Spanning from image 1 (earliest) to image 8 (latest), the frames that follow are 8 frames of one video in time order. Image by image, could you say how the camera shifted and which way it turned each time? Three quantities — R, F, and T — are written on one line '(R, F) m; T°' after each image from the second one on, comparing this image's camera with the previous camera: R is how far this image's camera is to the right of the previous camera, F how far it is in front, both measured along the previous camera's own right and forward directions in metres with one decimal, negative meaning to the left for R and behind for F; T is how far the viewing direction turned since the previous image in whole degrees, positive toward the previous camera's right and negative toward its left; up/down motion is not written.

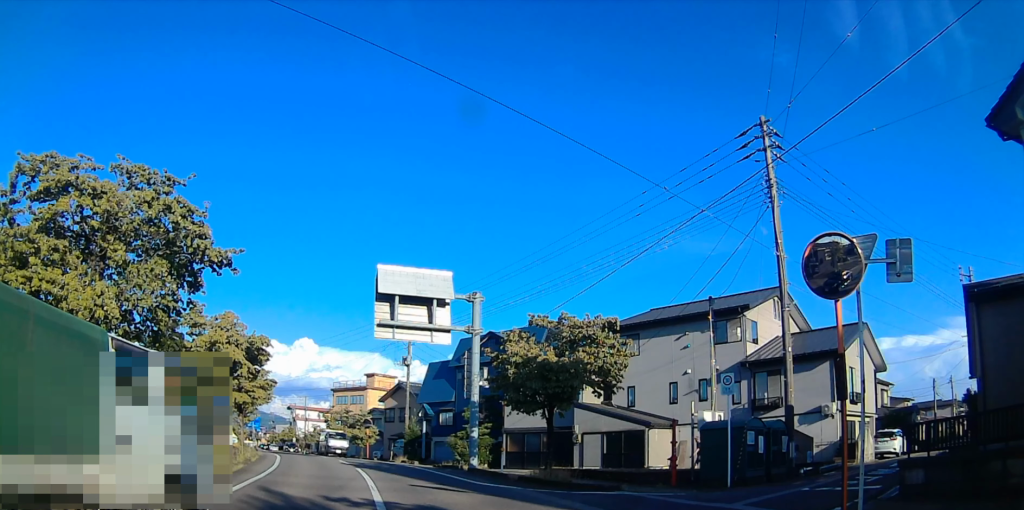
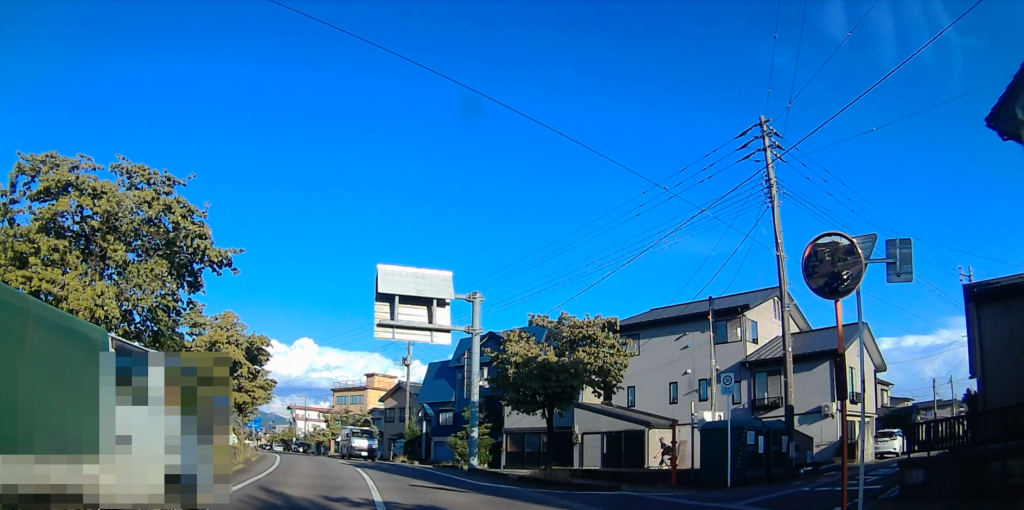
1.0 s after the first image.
(0.0, 0.0) m; 0°
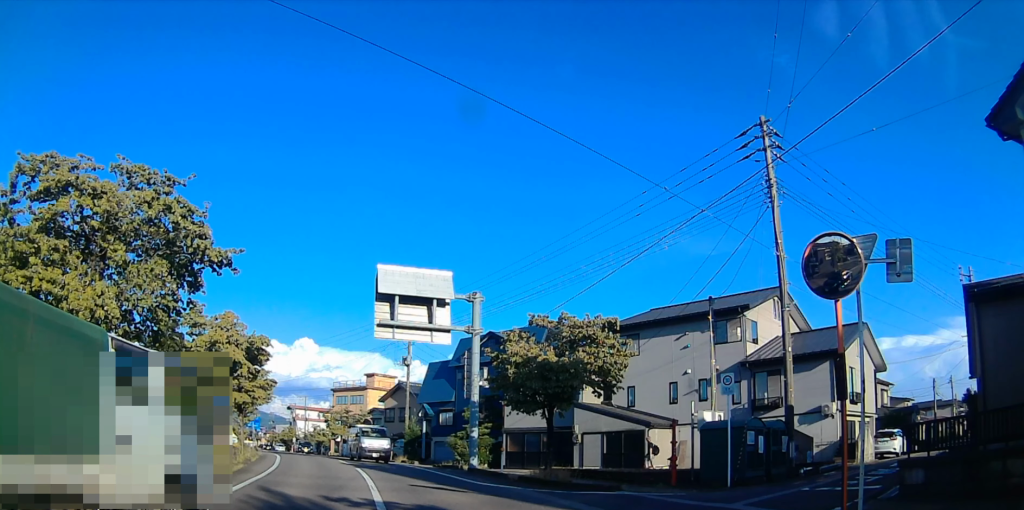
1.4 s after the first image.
(0.0, 0.0) m; 0°
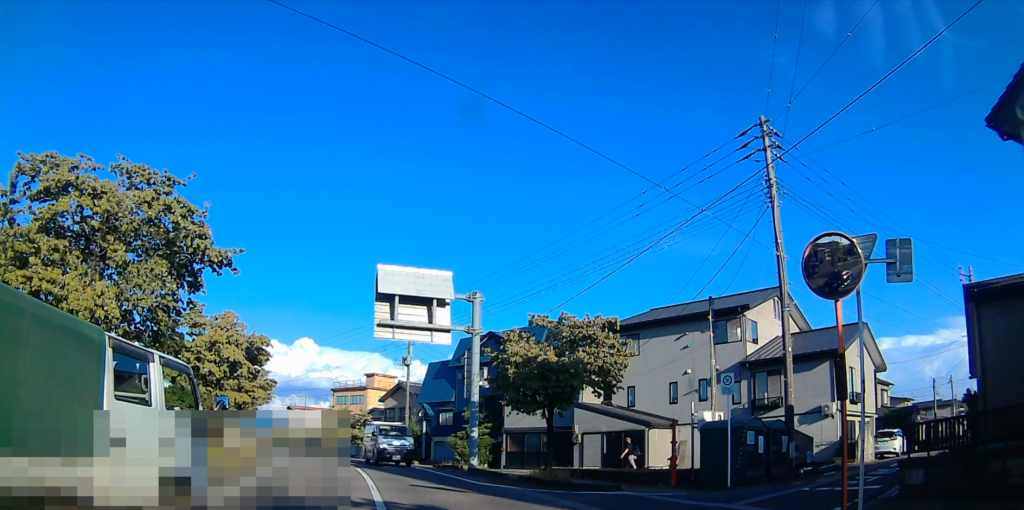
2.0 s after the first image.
(0.0, 0.0) m; 0°
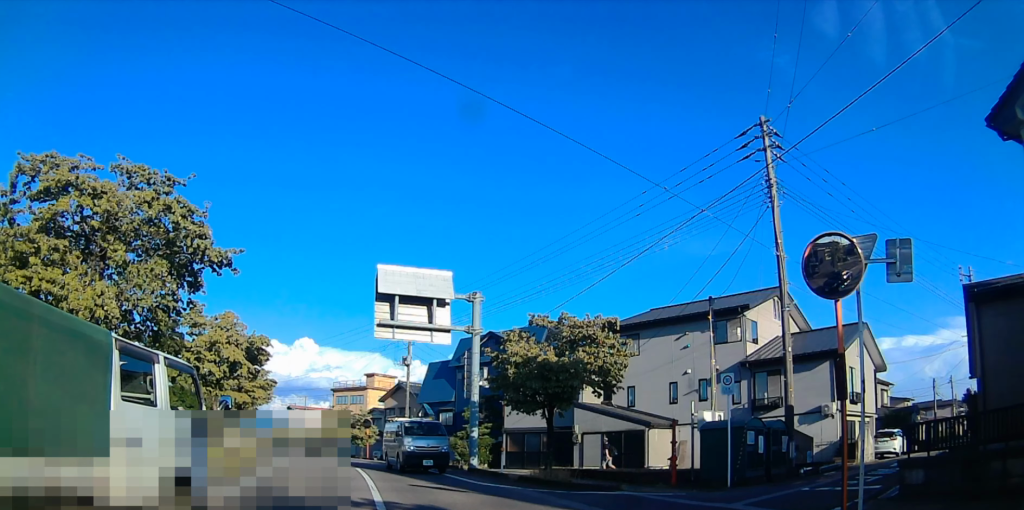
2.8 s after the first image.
(0.0, 0.0) m; 0°
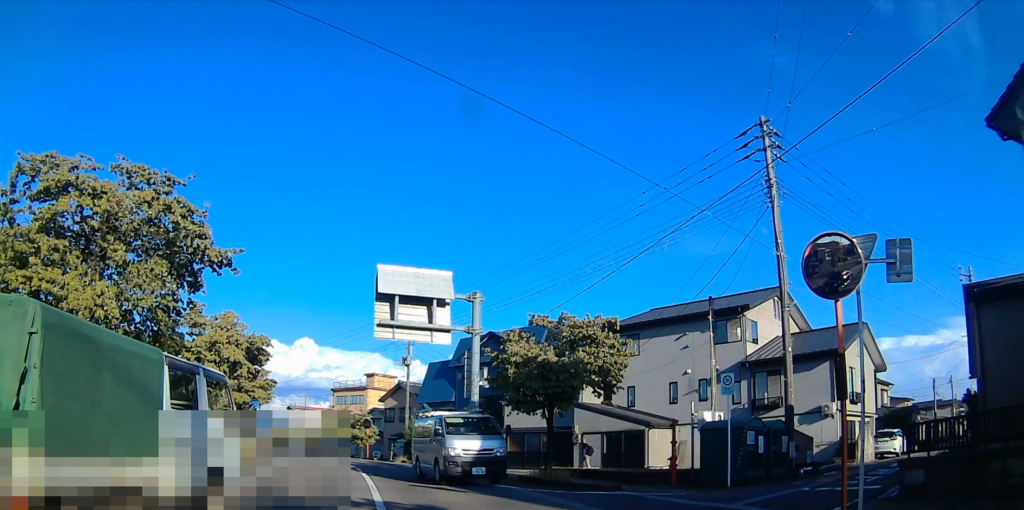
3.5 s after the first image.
(0.0, 0.0) m; 0°
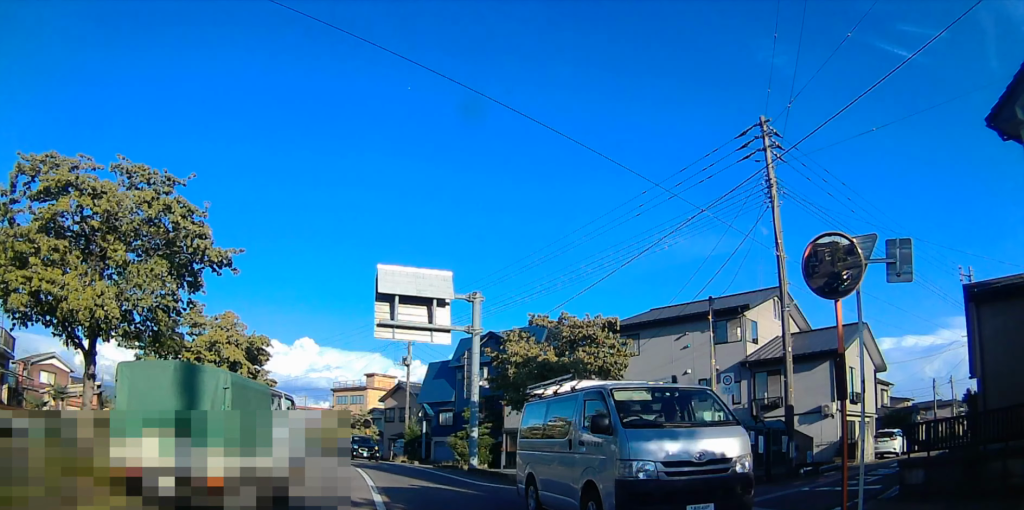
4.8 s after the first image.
(-0.1, +0.1) m; 0°
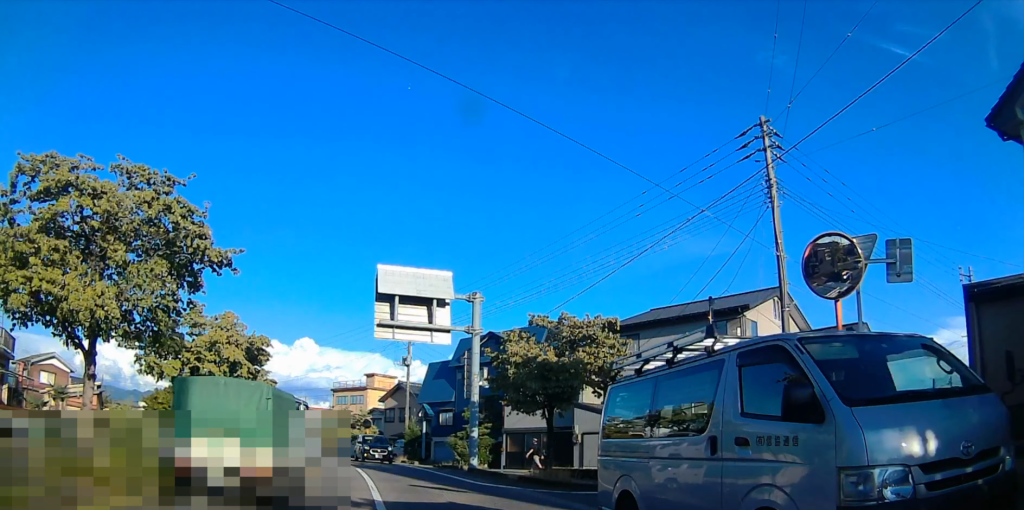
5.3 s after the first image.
(-0.1, +0.2) m; 0°
